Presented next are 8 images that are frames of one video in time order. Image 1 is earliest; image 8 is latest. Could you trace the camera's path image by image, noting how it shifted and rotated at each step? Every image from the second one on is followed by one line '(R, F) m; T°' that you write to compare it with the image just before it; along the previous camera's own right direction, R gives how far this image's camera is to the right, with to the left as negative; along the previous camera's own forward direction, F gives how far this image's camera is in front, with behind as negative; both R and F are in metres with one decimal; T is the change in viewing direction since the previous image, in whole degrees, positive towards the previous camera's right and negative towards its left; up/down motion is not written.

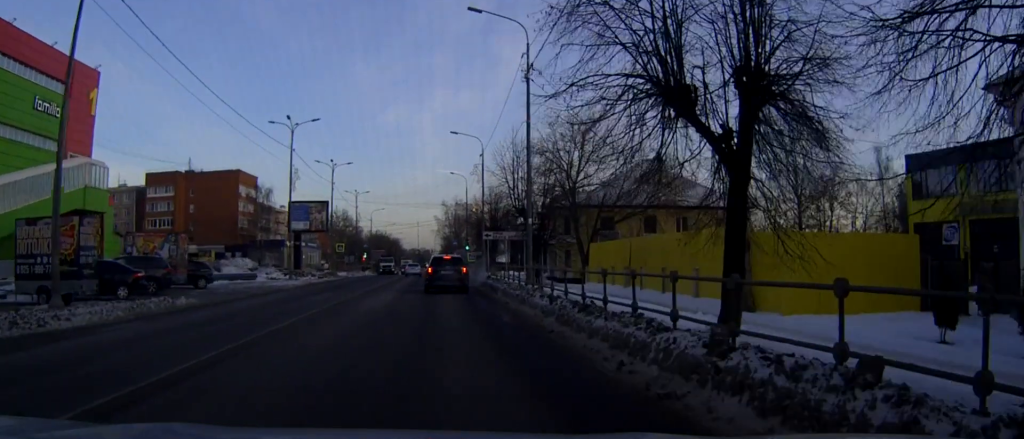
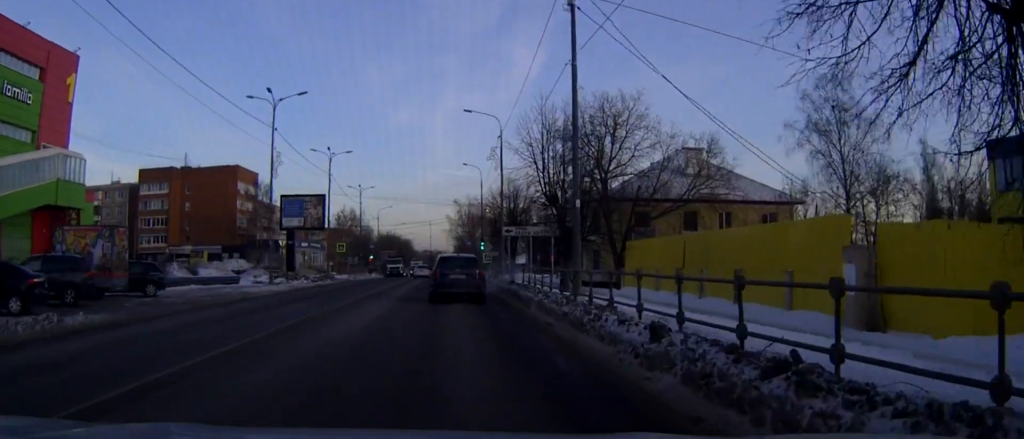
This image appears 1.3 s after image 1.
(0.0, +8.0) m; +1°
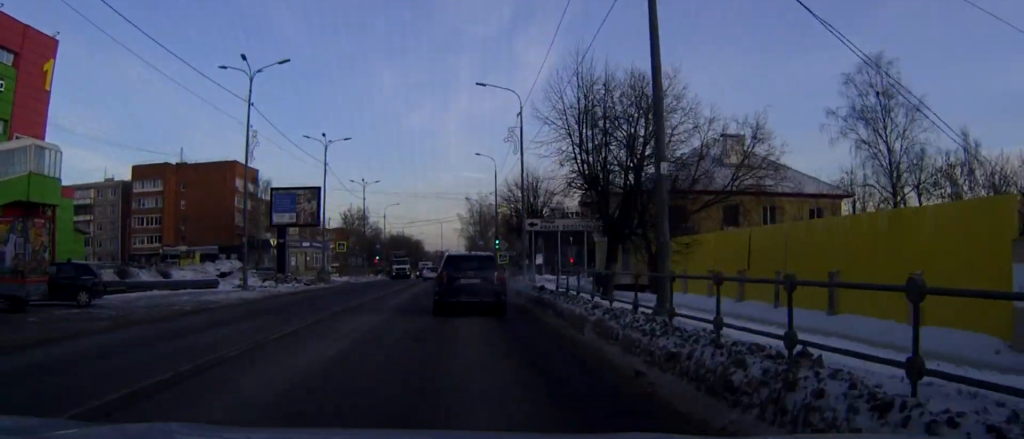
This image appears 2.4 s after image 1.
(+0.1, +6.7) m; +1°
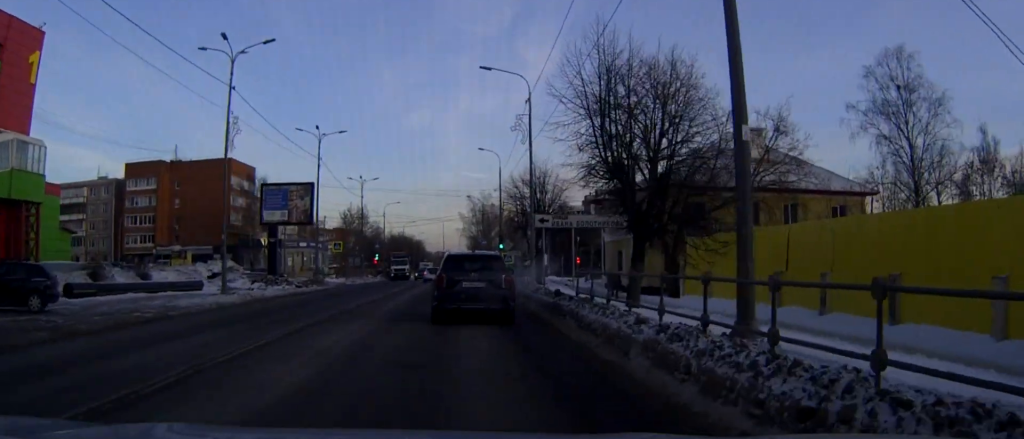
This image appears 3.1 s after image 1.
(0.0, +3.3) m; 0°
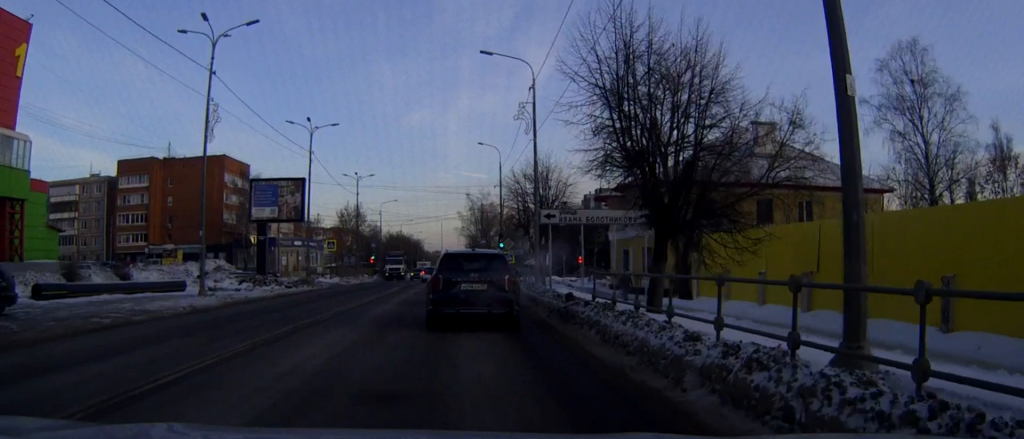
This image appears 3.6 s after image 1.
(0.0, +2.6) m; 0°
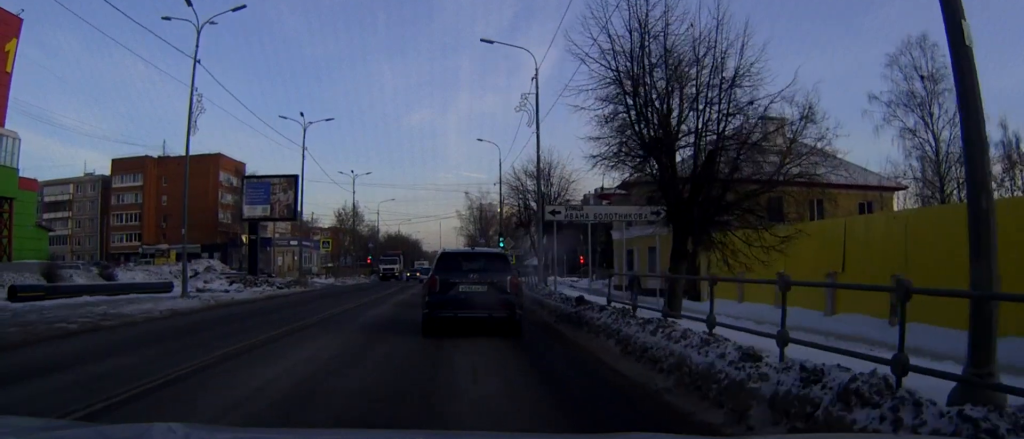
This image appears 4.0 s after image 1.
(0.0, +1.9) m; 0°
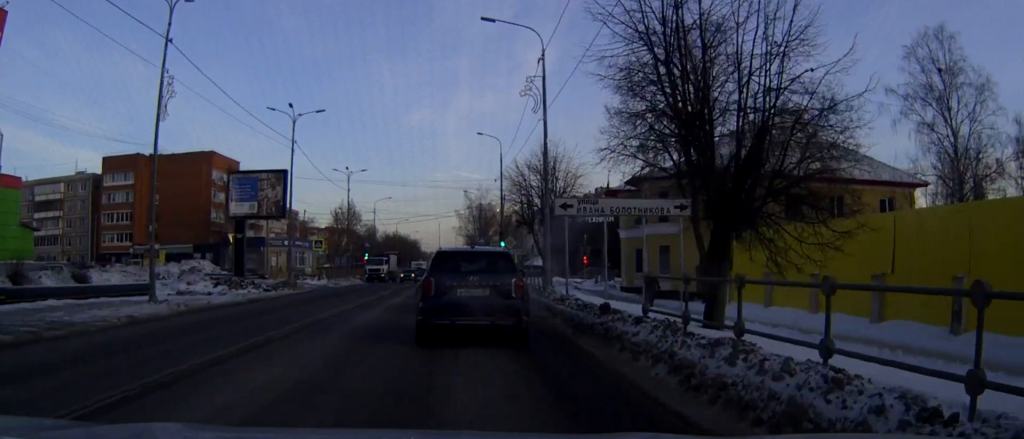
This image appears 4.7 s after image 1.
(0.0, +3.1) m; -1°
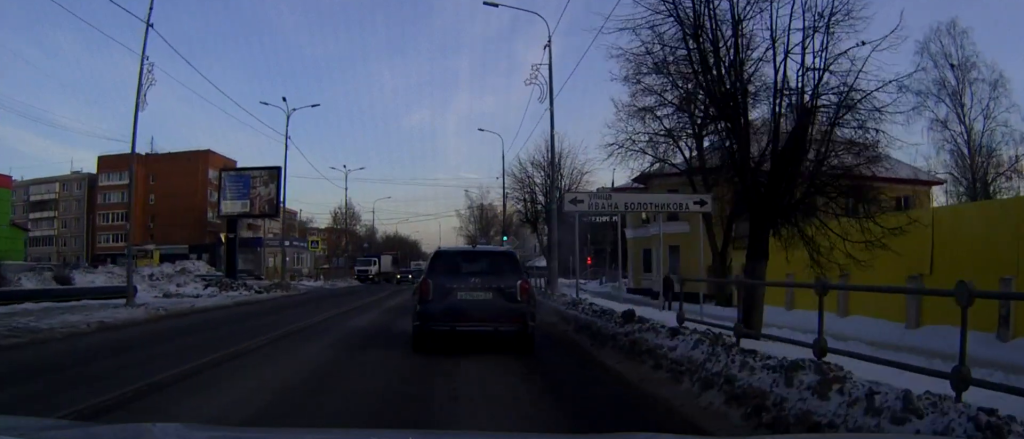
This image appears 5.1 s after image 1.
(0.0, +1.9) m; -1°
